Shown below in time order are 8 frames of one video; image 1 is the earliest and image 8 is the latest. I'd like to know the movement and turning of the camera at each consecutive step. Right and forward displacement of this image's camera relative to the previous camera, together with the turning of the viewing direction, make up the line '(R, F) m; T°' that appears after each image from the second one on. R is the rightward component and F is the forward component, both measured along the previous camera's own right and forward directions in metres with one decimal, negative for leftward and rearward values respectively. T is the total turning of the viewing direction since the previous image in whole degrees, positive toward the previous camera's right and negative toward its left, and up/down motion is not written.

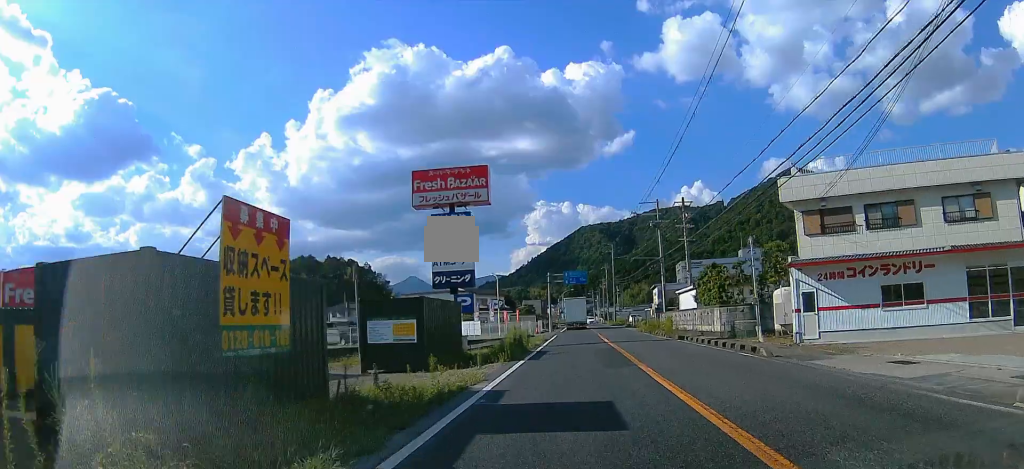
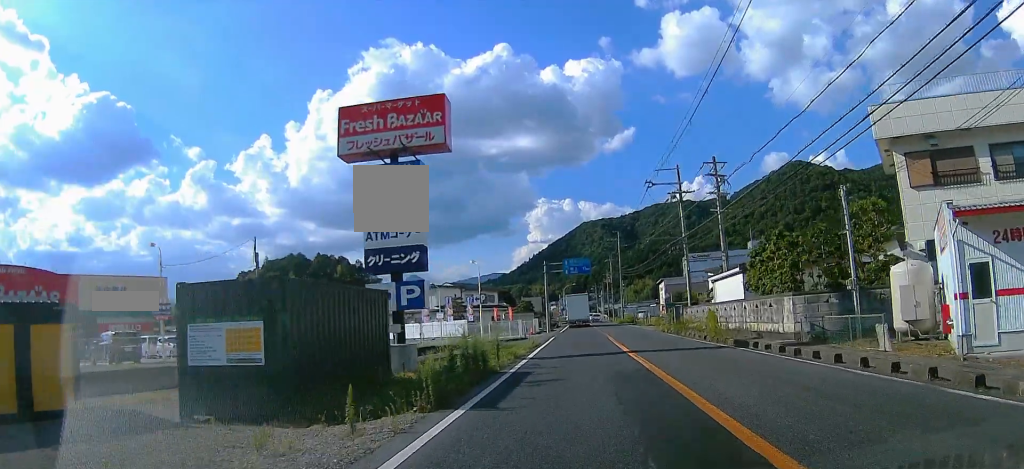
(0.0, +11.4) m; 0°
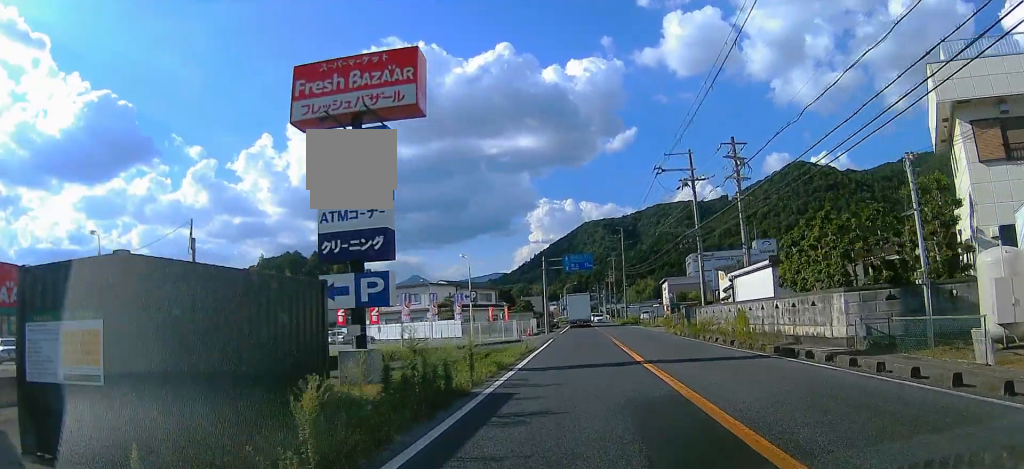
(0.0, +4.6) m; 0°
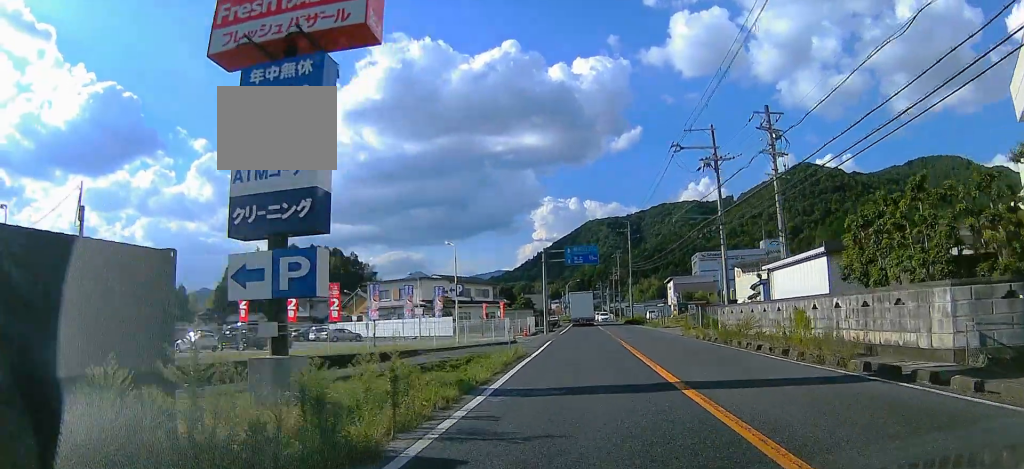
(0.0, +5.6) m; -2°
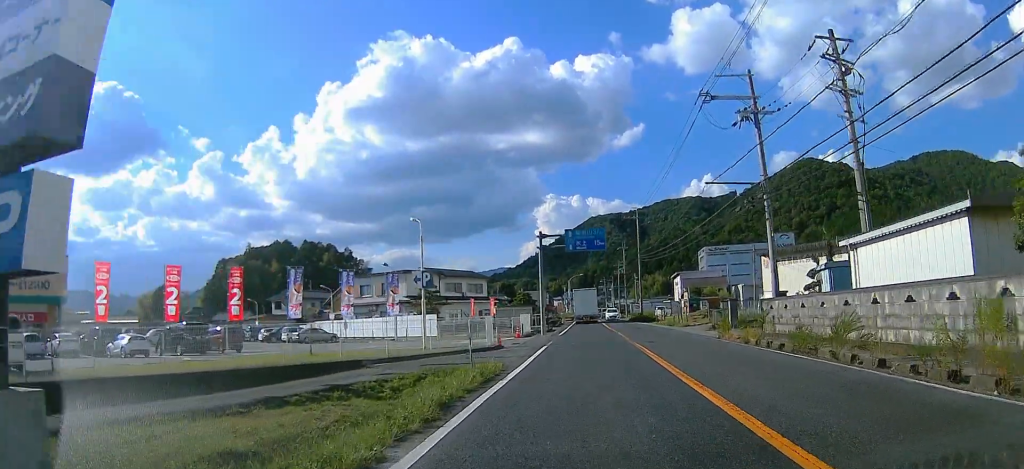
(-0.2, +8.3) m; -1°
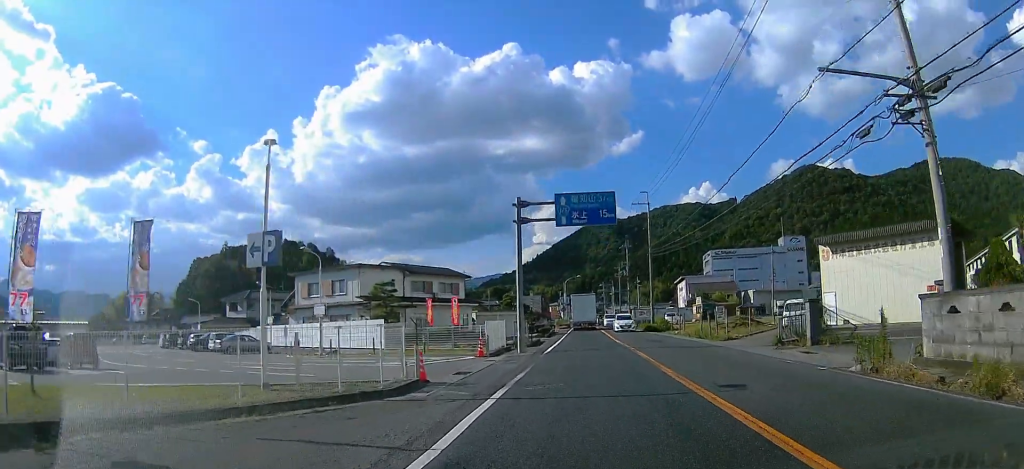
(+0.4, +13.7) m; +4°
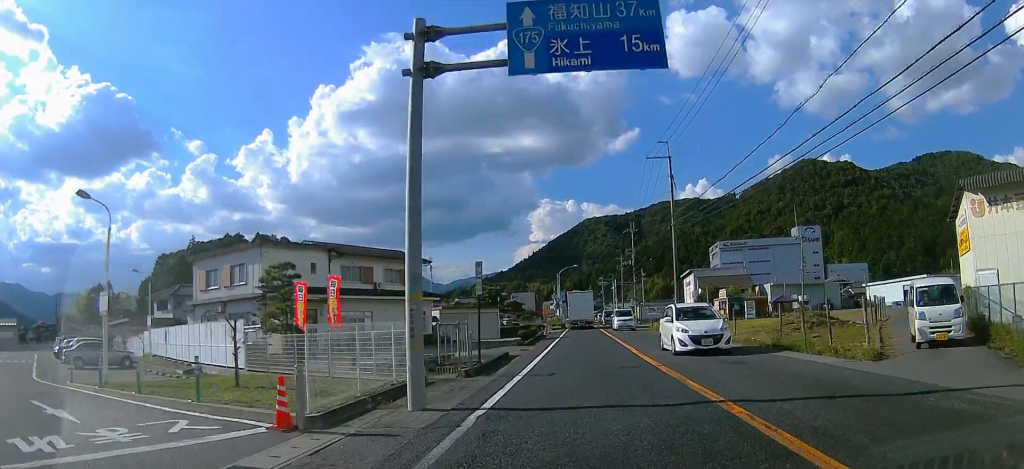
(-0.1, +16.3) m; -2°
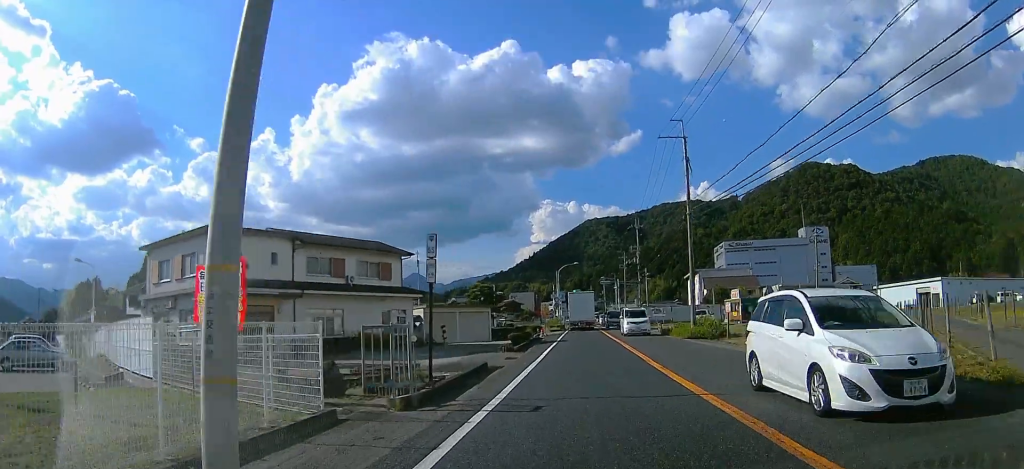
(0.0, +5.3) m; 0°
